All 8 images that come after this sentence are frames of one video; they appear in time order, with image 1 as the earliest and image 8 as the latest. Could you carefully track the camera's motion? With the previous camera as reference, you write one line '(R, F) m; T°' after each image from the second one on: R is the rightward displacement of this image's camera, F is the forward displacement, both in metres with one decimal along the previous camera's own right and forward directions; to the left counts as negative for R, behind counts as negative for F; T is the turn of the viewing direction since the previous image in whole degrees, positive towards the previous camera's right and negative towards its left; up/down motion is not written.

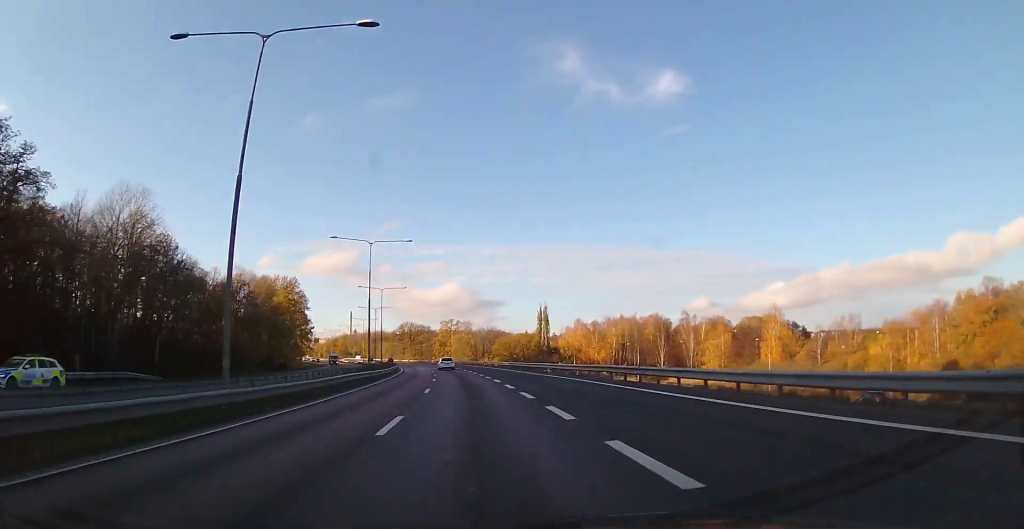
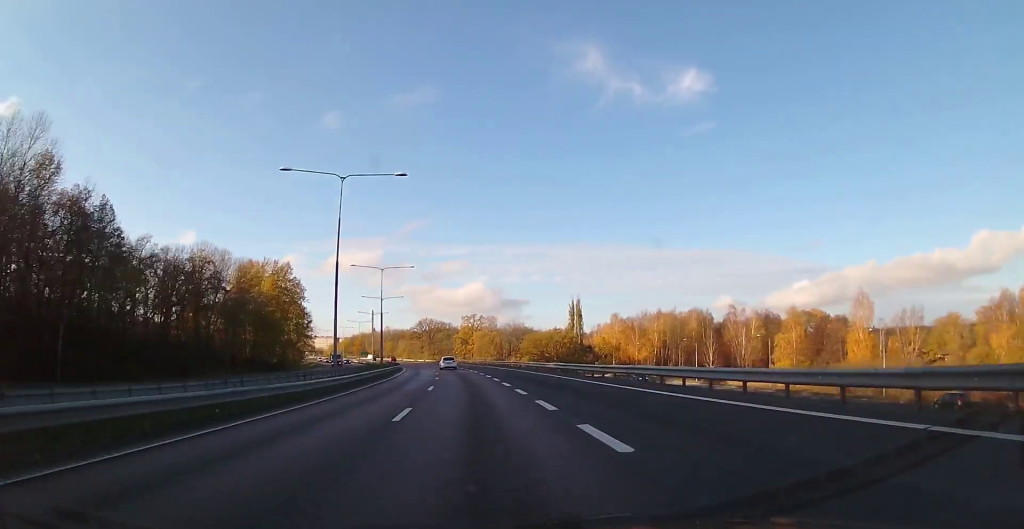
(-0.6, +22.2) m; -3°
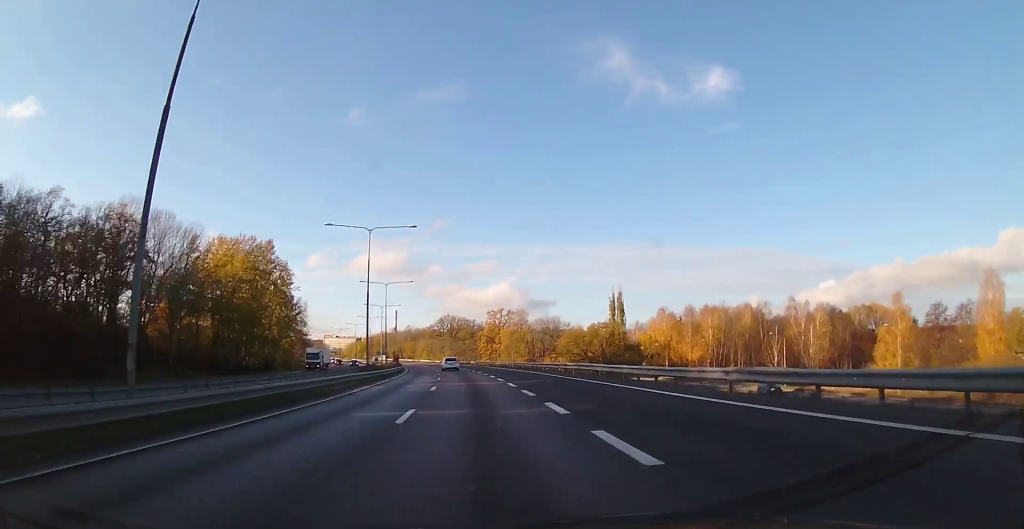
(-0.8, +24.8) m; -3°
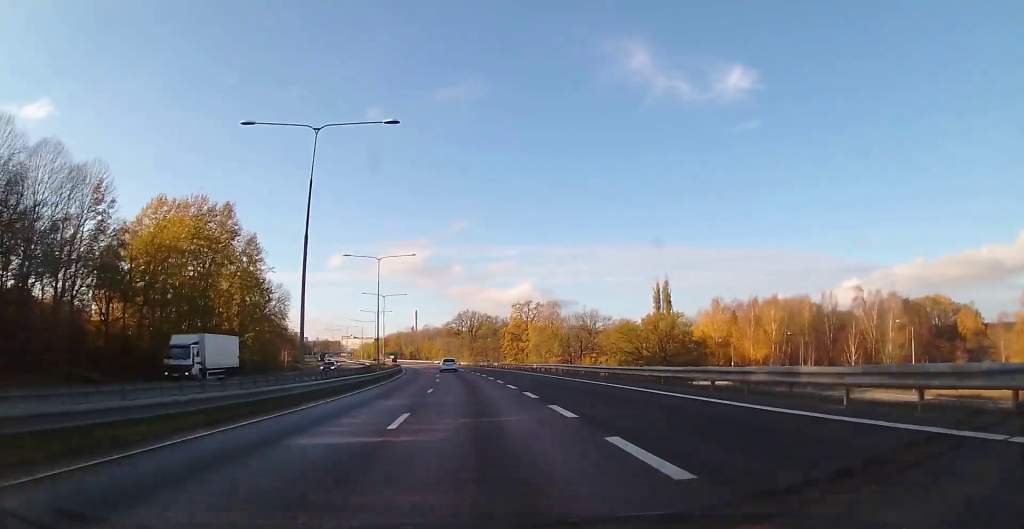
(-0.5, +24.9) m; -2°
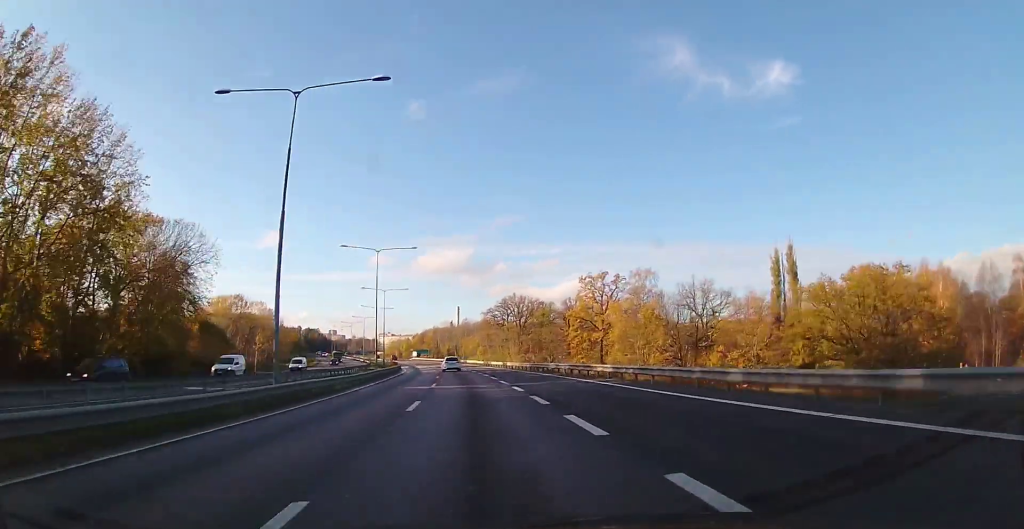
(-1.2, +45.1) m; -4°
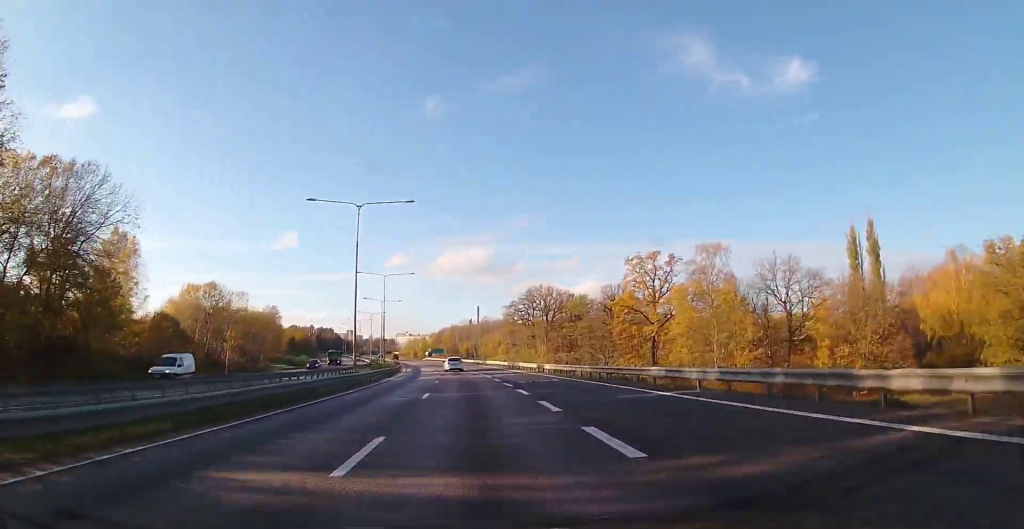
(-0.4, +20.2) m; -3°
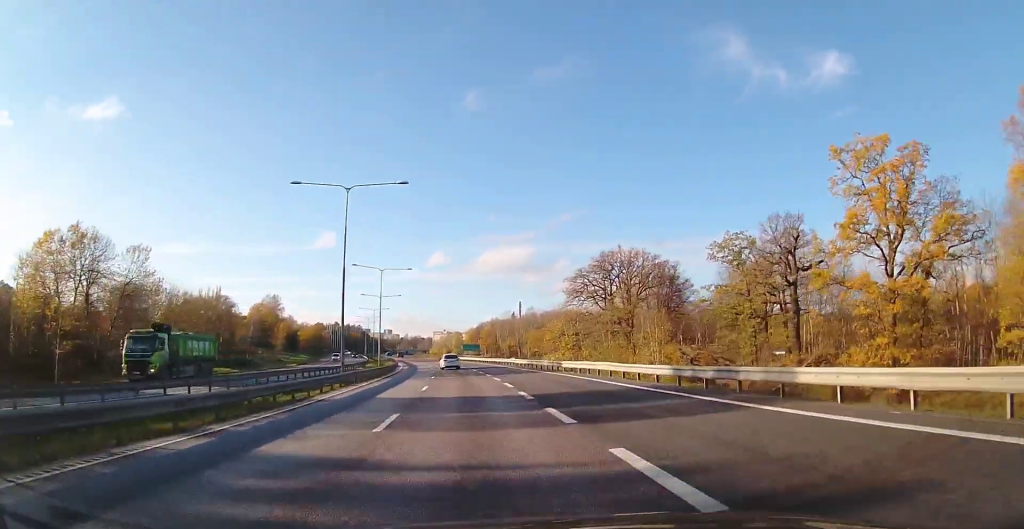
(-2.6, +45.0) m; -6°
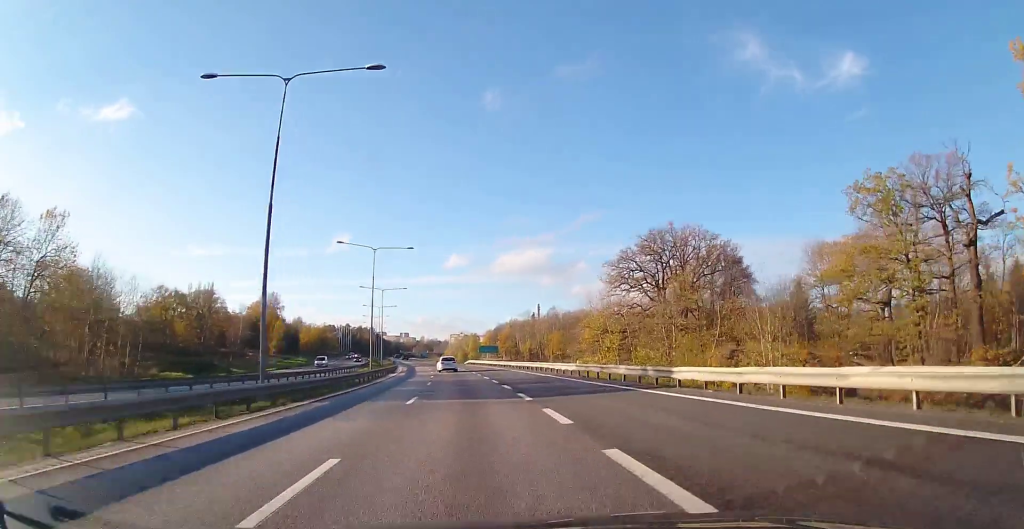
(-0.3, +18.2) m; -1°
